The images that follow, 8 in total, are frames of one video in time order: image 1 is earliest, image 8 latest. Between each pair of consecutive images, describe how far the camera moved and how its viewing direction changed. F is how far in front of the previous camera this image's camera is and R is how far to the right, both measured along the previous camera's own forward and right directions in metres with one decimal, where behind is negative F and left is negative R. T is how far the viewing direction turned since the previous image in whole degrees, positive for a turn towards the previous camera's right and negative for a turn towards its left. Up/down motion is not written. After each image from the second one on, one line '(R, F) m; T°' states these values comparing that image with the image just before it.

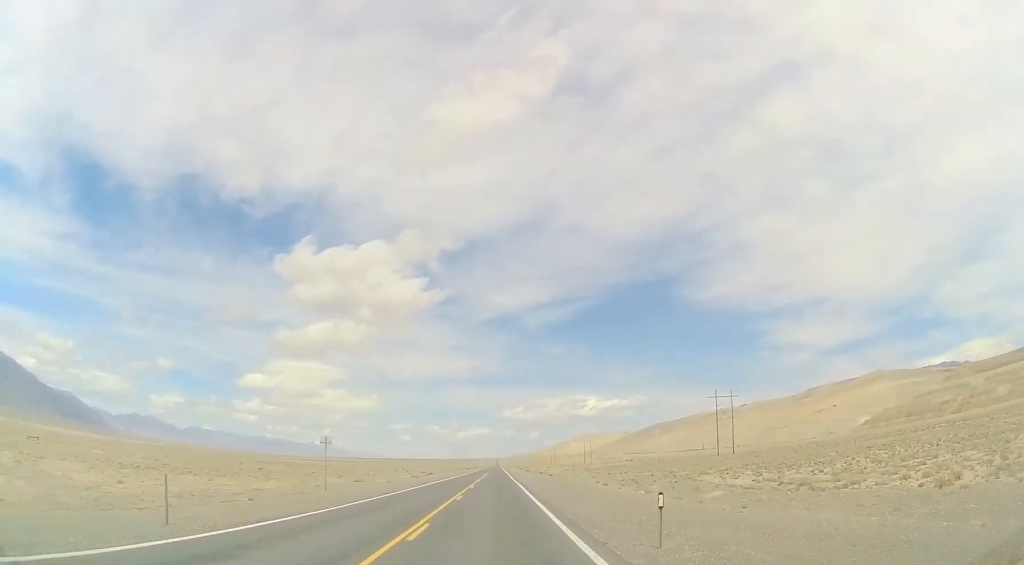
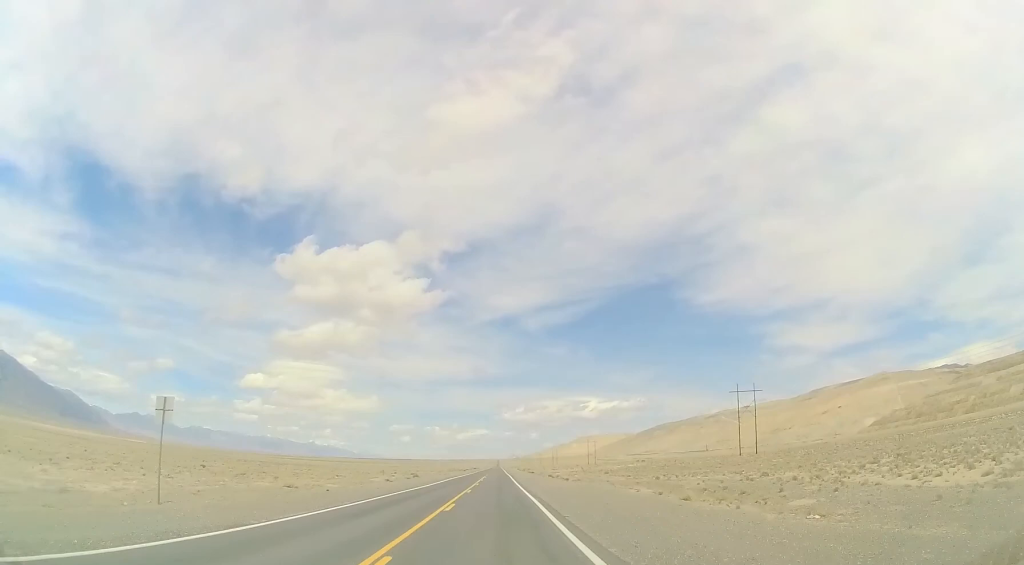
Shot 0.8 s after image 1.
(0.0, +19.3) m; 0°
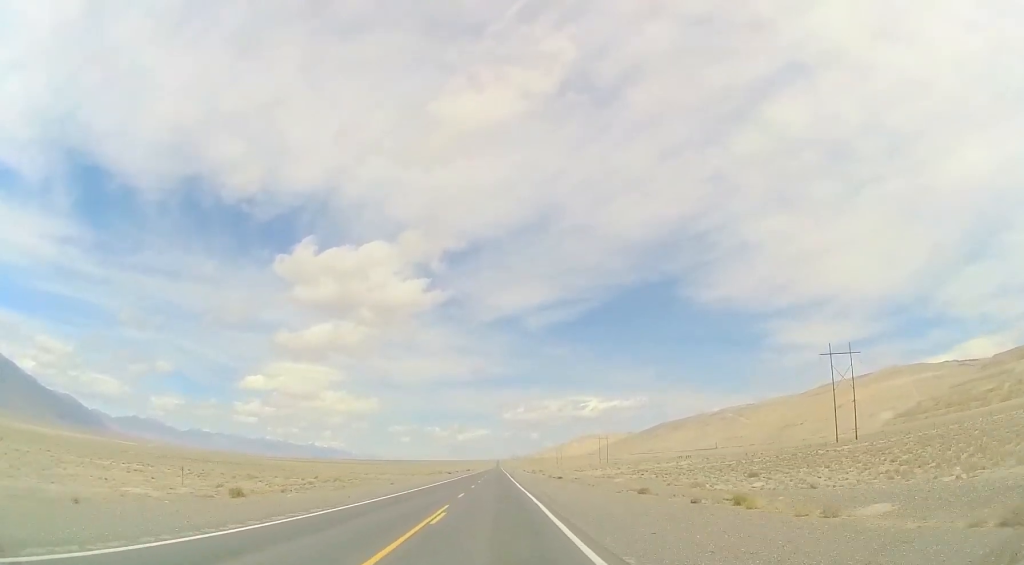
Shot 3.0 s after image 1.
(-0.2, +59.1) m; -1°
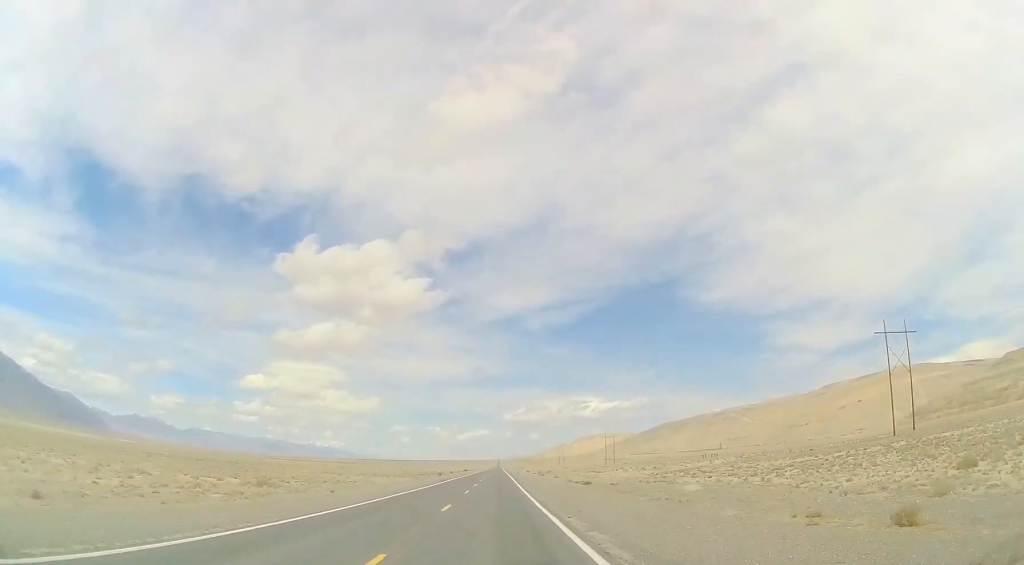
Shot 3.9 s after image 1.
(-0.1, +22.6) m; 0°
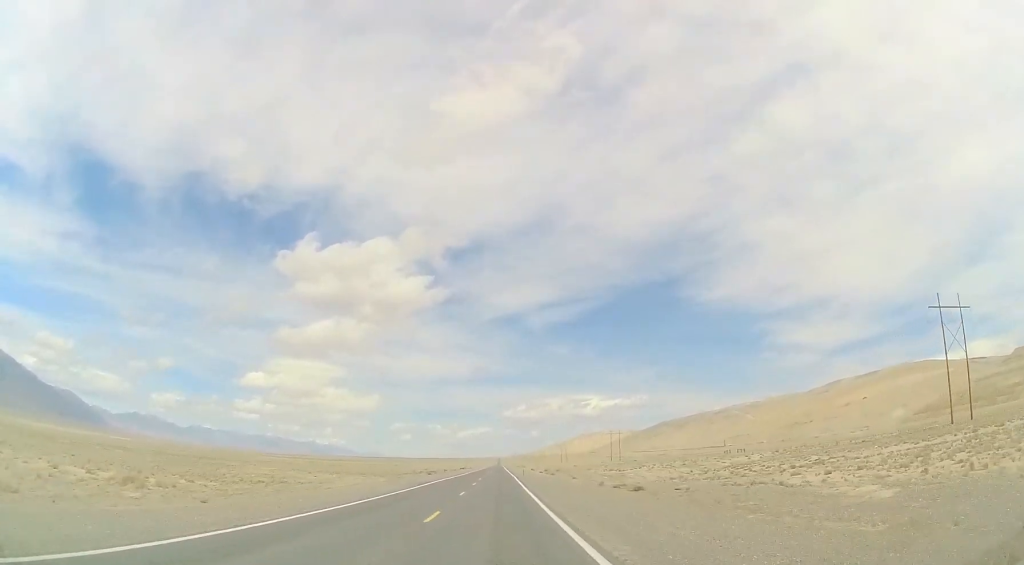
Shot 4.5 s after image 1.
(0.0, +18.4) m; 0°
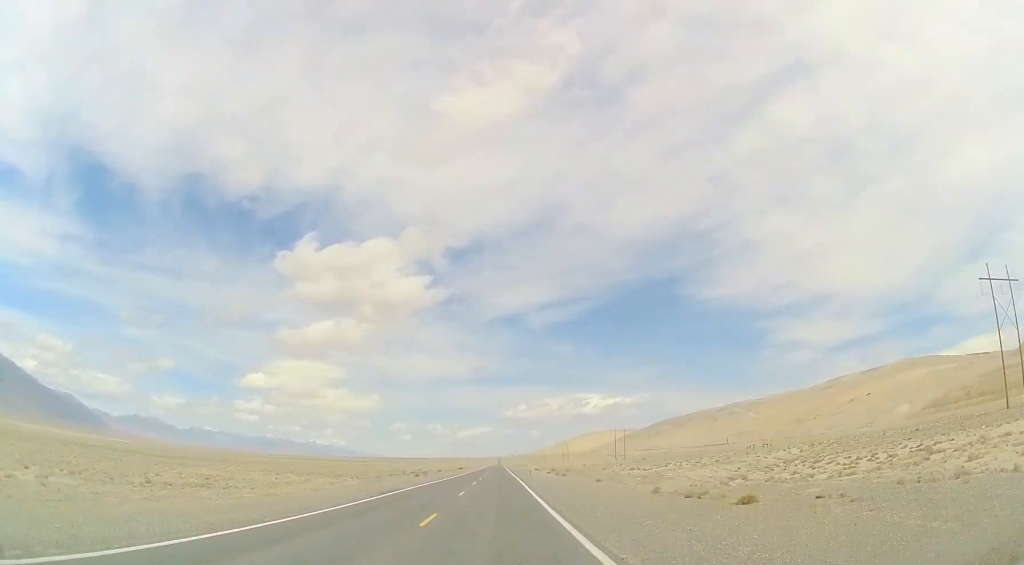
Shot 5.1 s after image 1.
(+0.1, +15.0) m; 0°
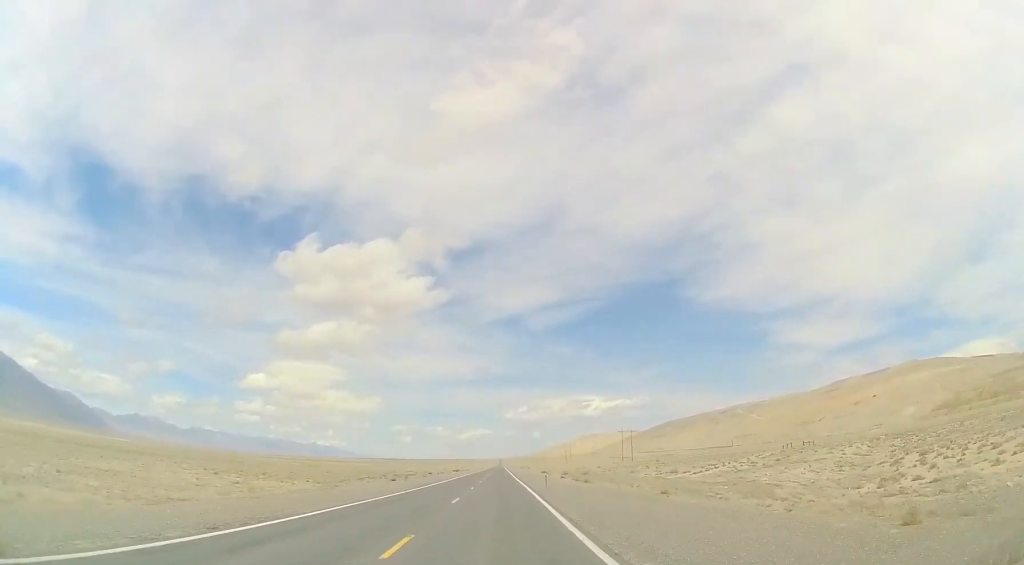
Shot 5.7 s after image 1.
(0.0, +18.9) m; 0°
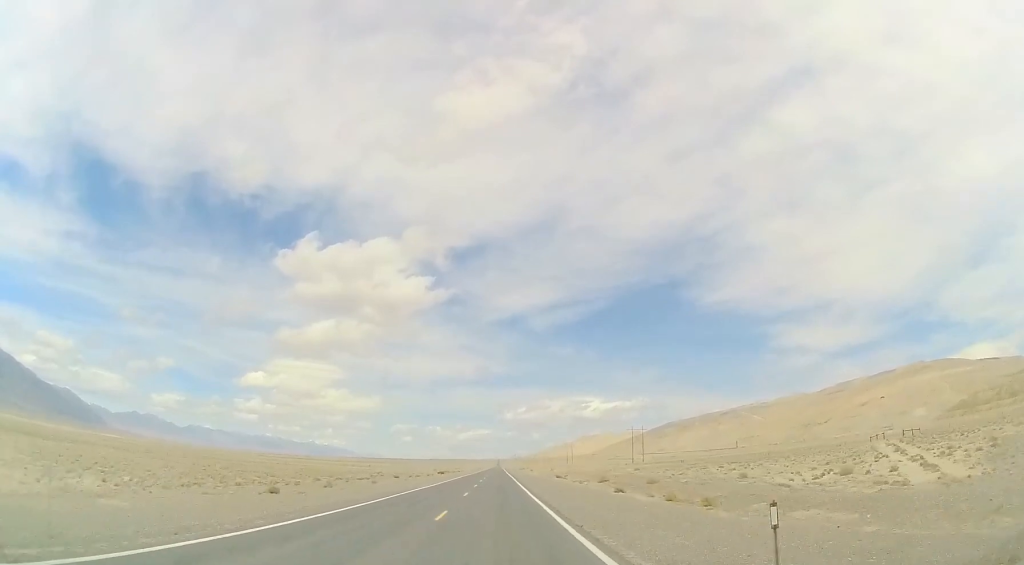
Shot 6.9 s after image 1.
(+0.2, +33.6) m; -1°
